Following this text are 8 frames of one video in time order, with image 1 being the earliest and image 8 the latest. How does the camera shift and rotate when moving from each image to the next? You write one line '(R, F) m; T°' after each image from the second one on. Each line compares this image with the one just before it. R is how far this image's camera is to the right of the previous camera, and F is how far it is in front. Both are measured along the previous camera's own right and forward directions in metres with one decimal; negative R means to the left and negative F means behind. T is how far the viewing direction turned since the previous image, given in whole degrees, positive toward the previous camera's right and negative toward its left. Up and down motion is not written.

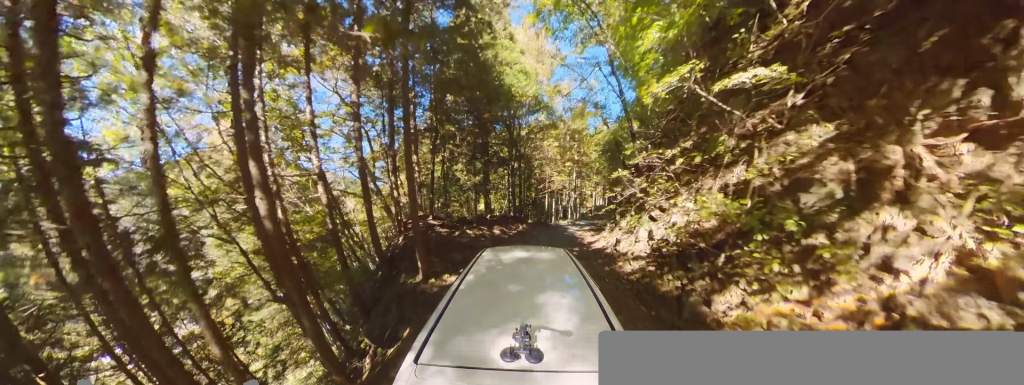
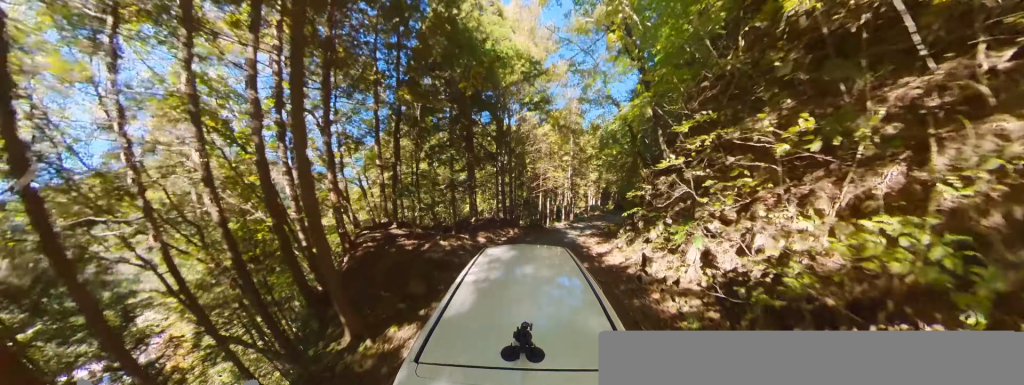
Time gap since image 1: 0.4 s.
(-0.1, +1.8) m; +4°
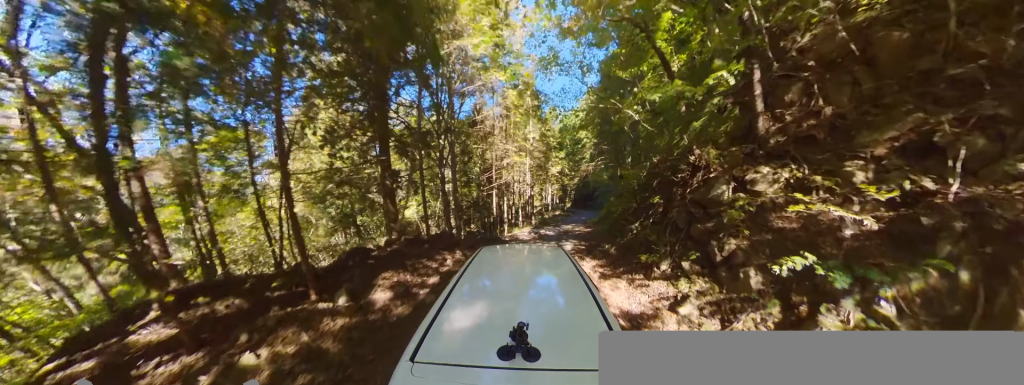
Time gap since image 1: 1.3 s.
(+1.0, +3.6) m; +7°
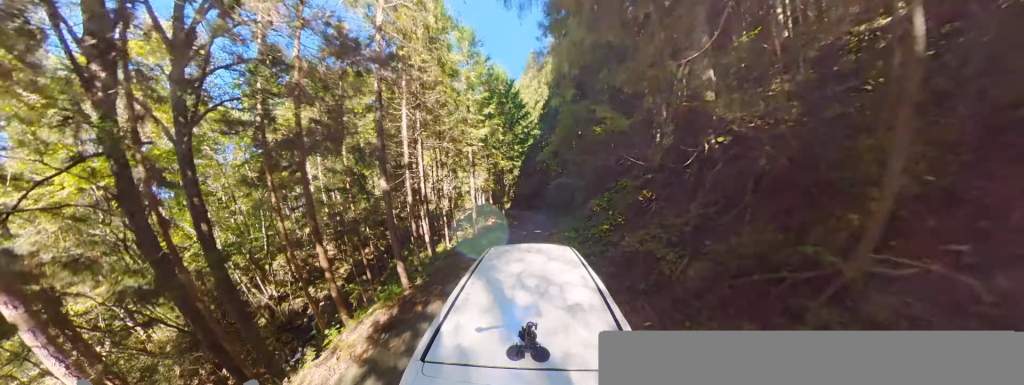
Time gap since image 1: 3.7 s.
(-2.2, +11.4) m; -25°
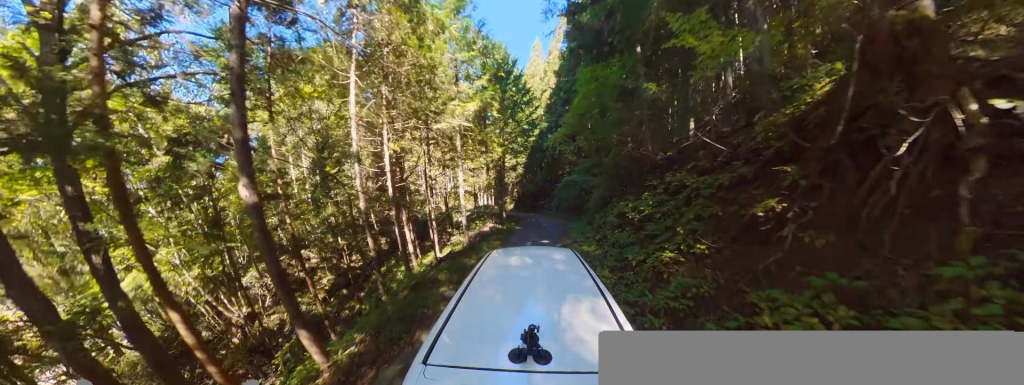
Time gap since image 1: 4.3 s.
(-0.2, +3.2) m; -11°
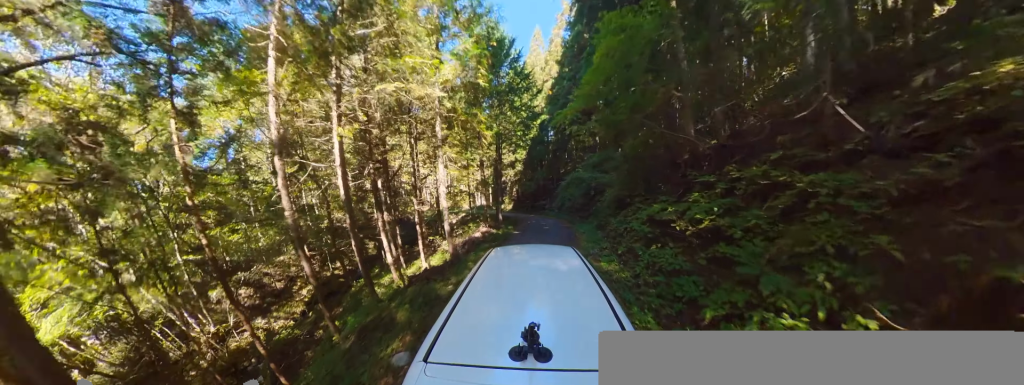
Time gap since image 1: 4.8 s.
(-0.3, +2.3) m; -8°
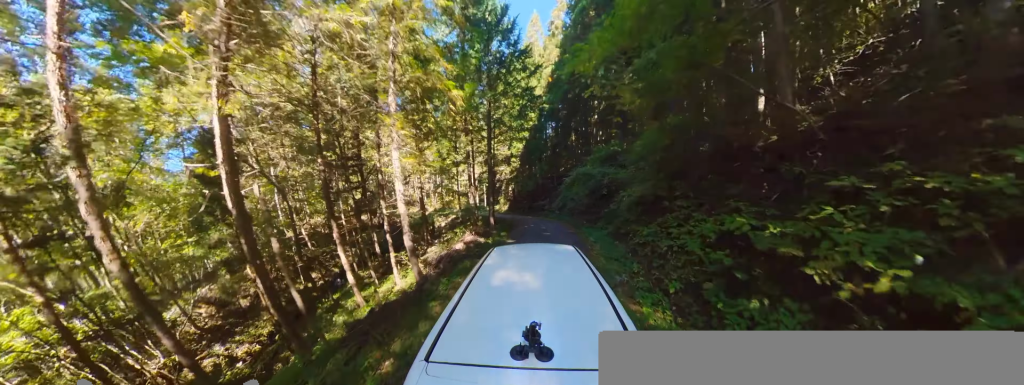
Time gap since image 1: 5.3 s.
(-0.1, +2.8) m; -9°
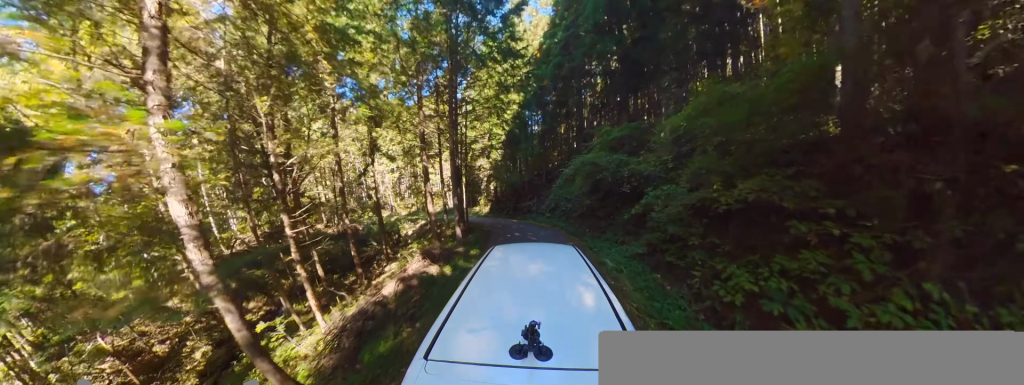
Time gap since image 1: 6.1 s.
(-0.5, +3.7) m; -9°
